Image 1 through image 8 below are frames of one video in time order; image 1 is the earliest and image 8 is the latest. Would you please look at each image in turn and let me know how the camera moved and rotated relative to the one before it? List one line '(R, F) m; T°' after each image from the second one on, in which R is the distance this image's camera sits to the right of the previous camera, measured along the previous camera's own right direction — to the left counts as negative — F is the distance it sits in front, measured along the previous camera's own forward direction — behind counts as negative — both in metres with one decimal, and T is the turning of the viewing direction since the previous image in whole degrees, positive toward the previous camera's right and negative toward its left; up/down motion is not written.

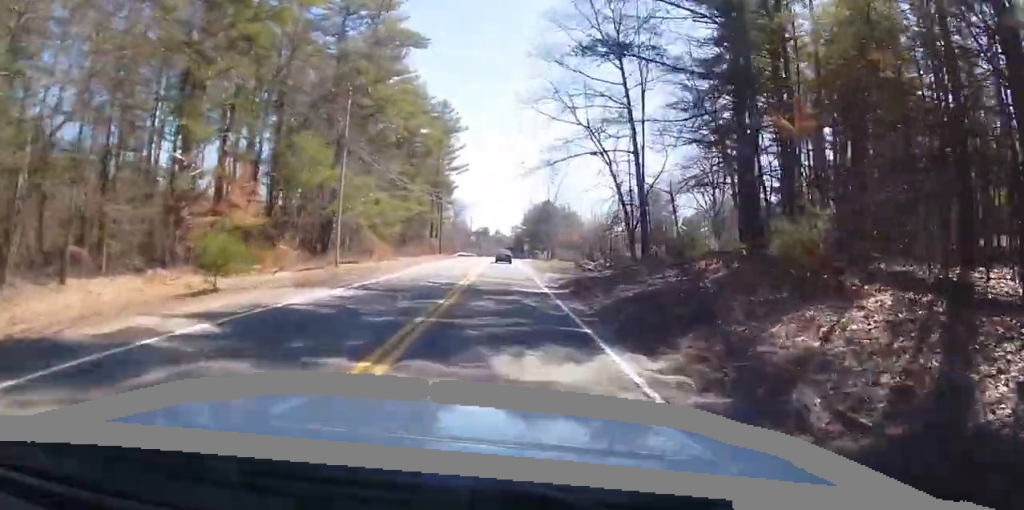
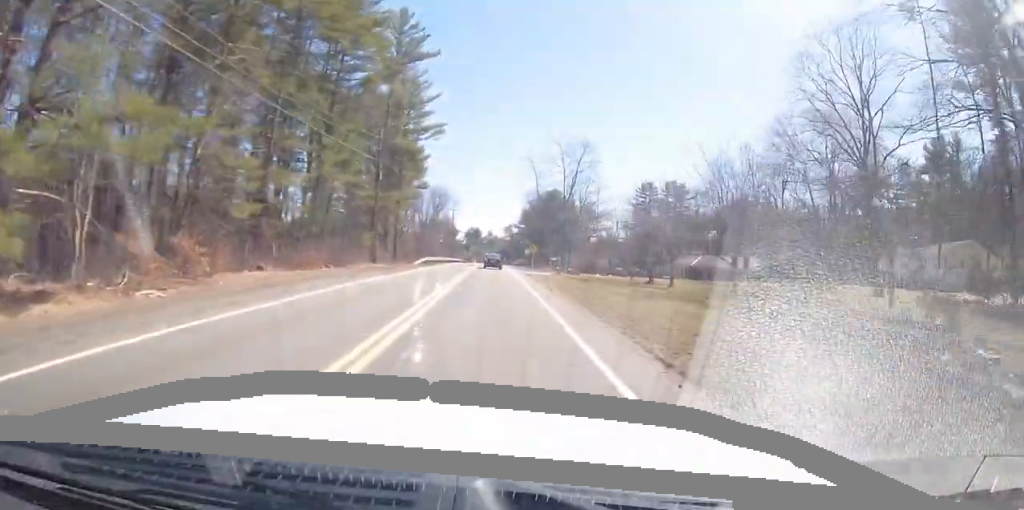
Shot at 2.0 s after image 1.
(+1.7, +38.8) m; +5°
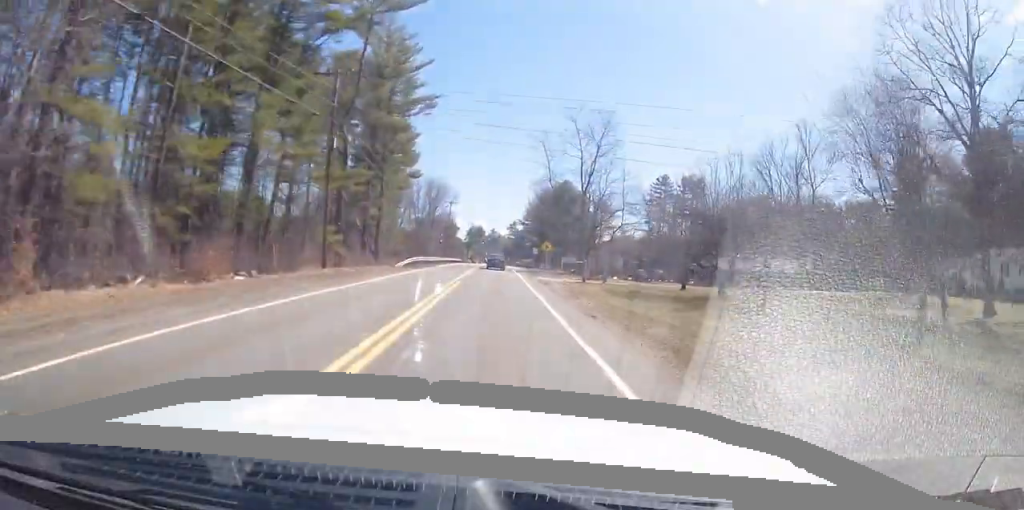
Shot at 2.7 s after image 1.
(+0.1, +13.6) m; +1°
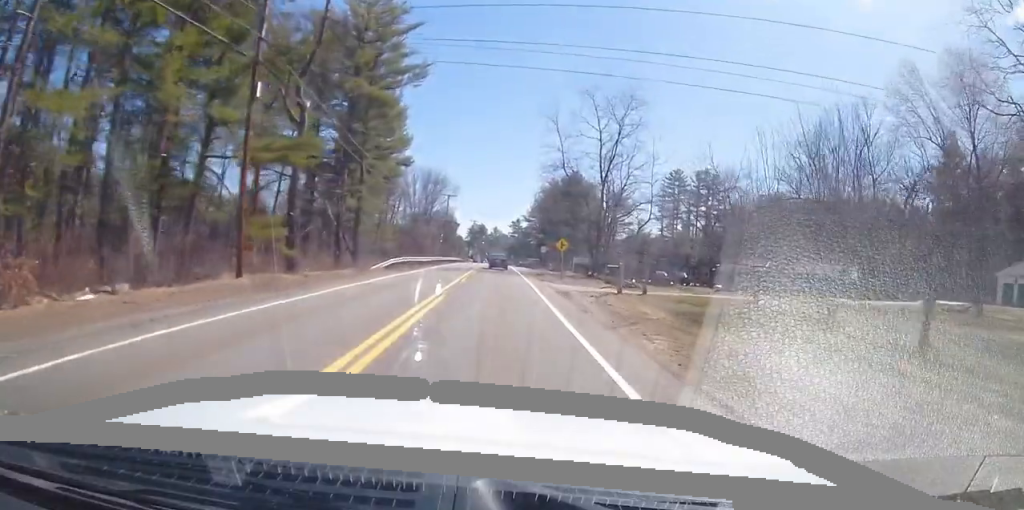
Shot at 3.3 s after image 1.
(0.0, +11.0) m; 0°
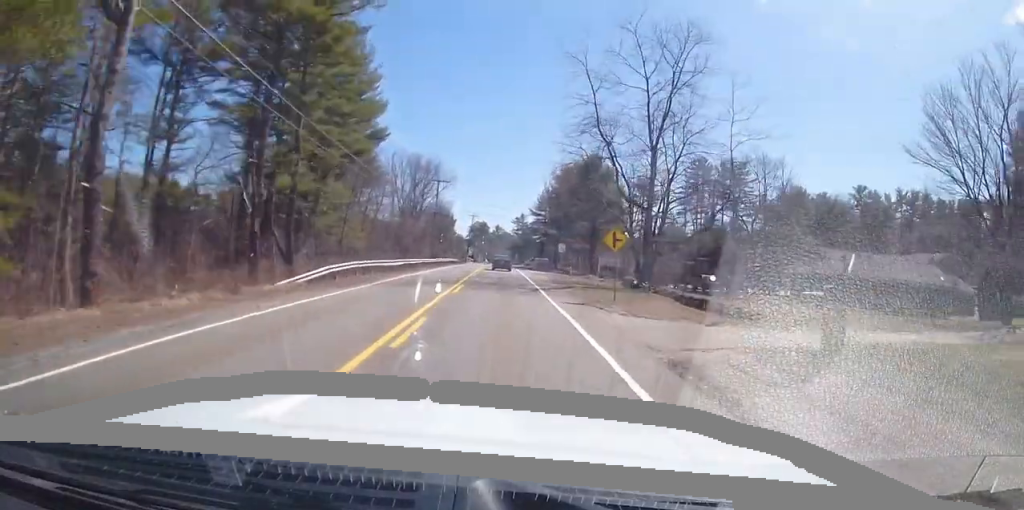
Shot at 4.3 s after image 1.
(0.0, +18.9) m; 0°
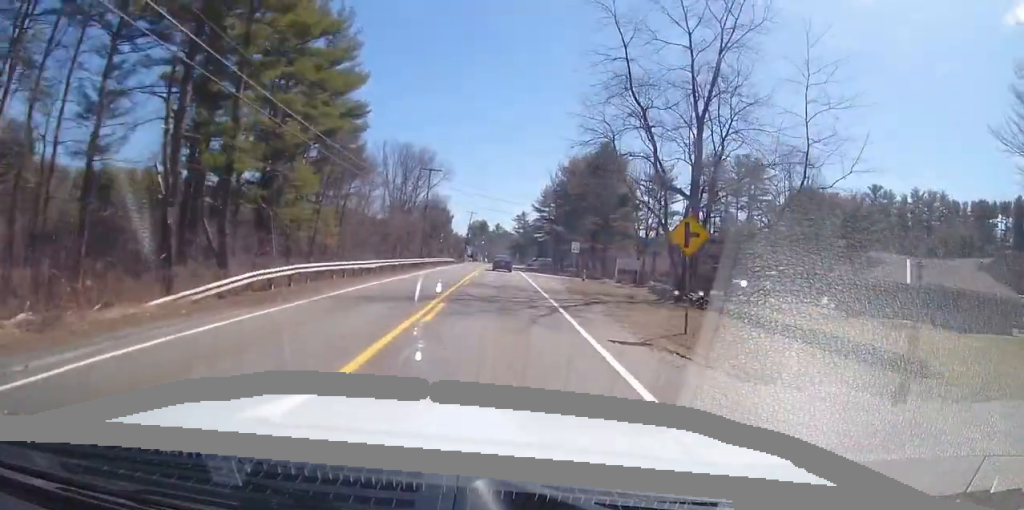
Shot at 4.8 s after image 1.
(0.0, +9.7) m; +1°
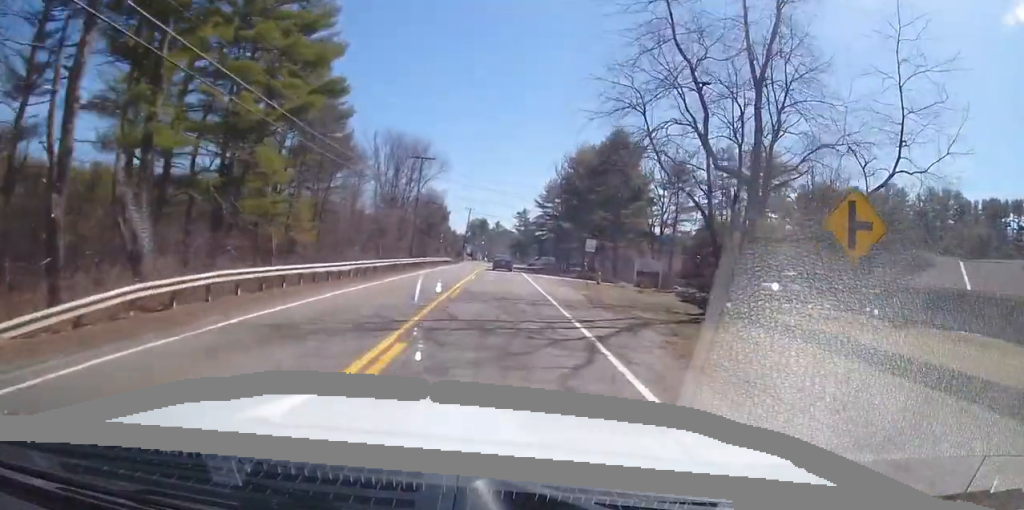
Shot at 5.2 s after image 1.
(-0.1, +7.8) m; +1°
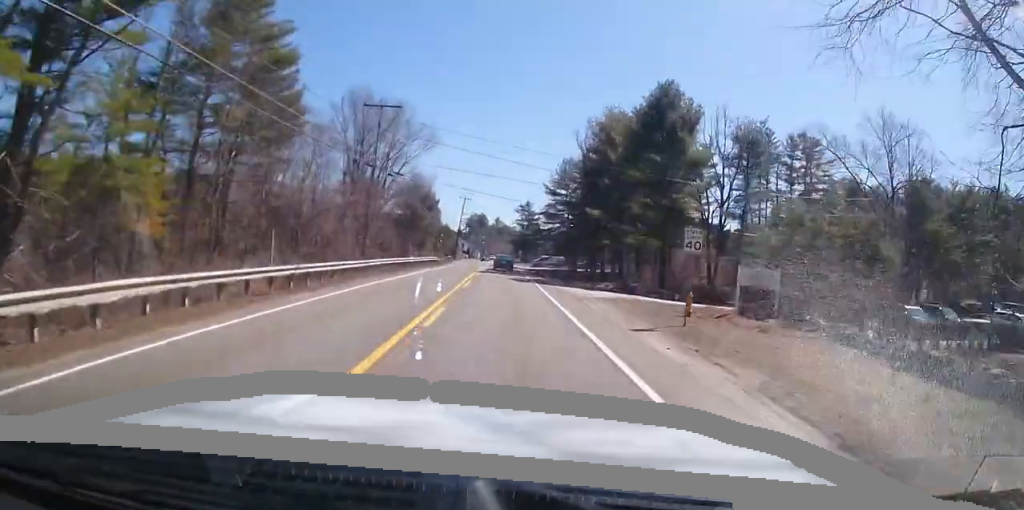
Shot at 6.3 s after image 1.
(+0.6, +20.8) m; 0°
